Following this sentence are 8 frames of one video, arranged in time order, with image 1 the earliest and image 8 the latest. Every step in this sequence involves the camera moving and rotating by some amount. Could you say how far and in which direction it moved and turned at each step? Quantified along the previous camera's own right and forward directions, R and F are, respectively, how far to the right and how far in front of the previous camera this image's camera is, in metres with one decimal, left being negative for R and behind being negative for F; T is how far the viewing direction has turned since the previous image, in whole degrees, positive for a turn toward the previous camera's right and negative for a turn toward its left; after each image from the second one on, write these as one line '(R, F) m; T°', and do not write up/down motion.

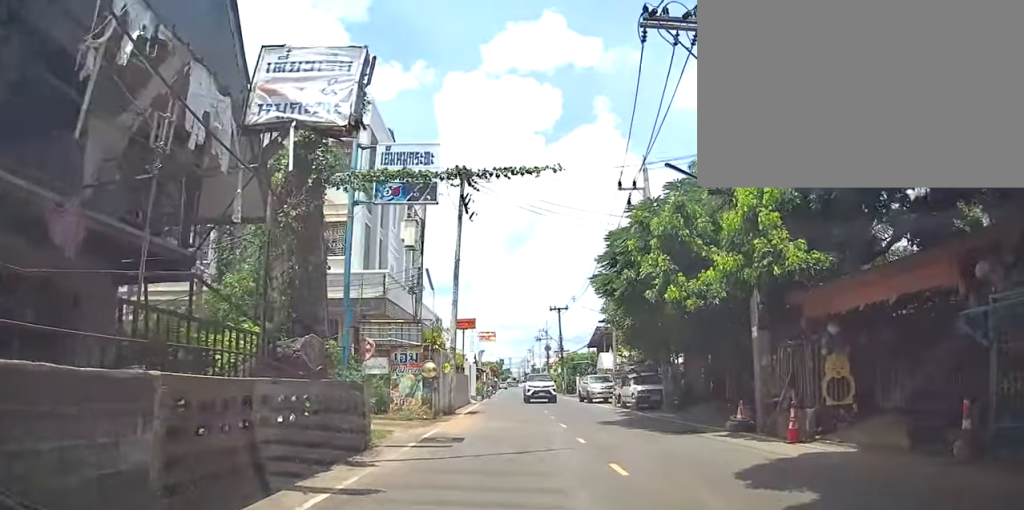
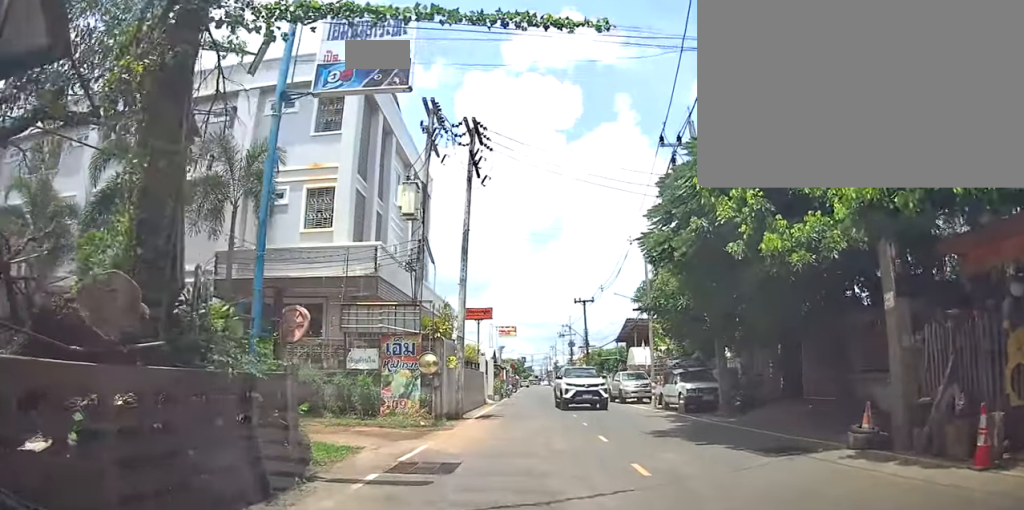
(-0.7, +3.4) m; -4°
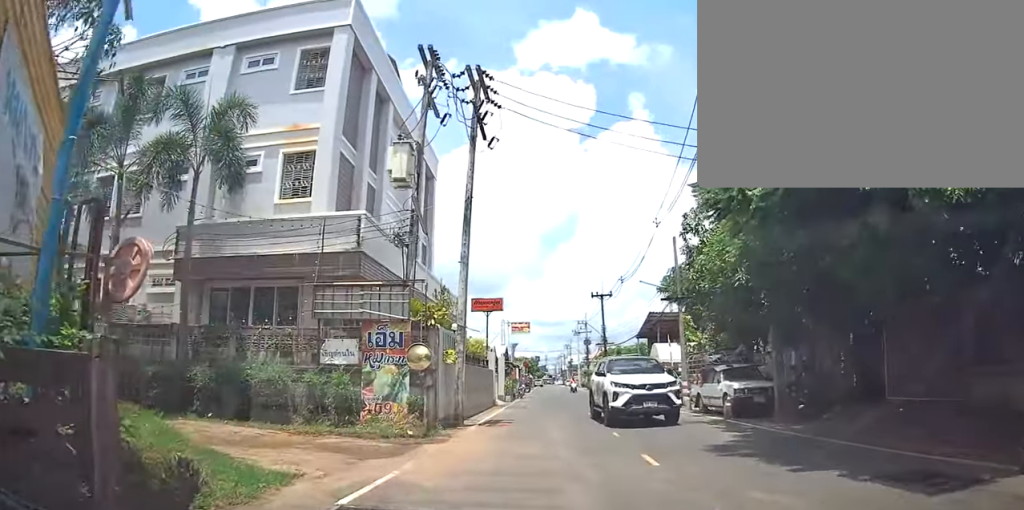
(+0.1, +2.7) m; +4°
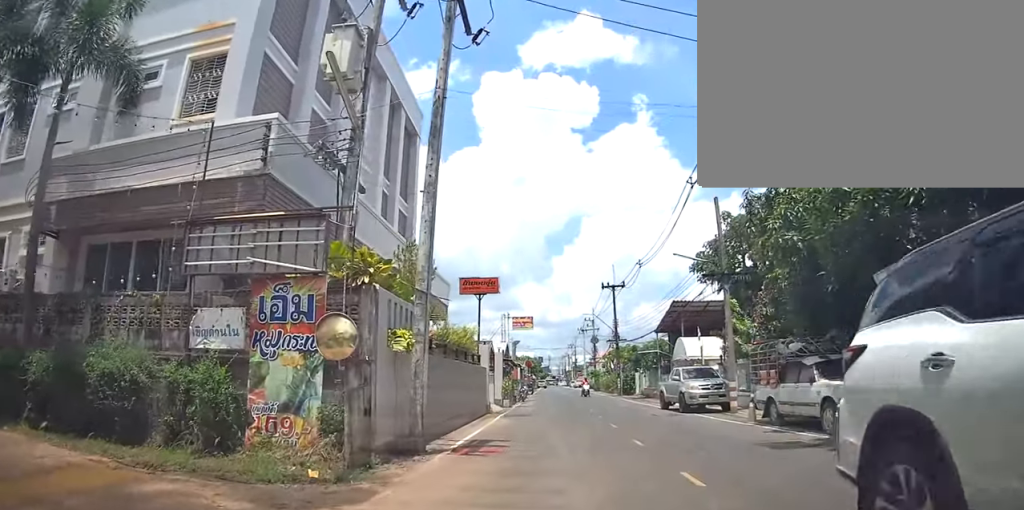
(+0.6, +4.9) m; +5°
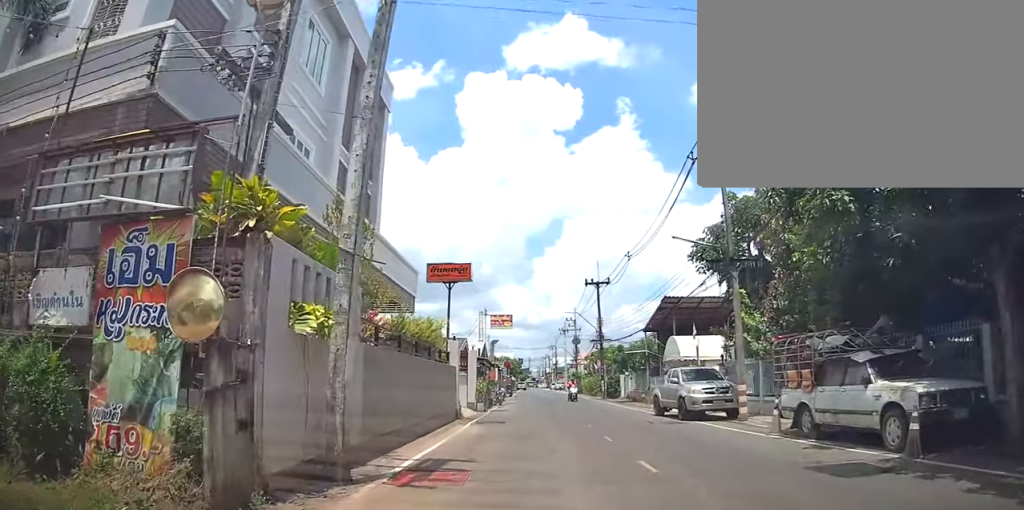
(0.0, +2.5) m; -1°
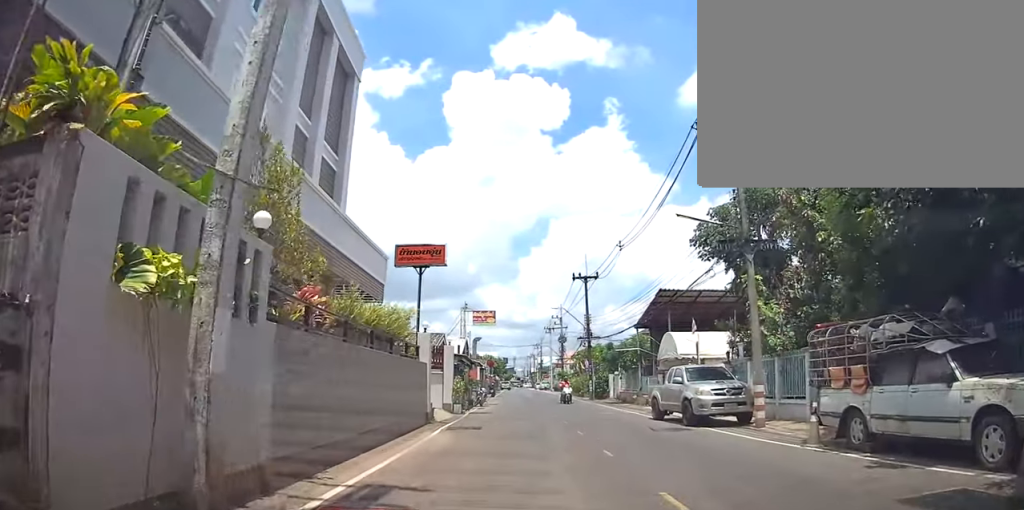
(0.0, +2.3) m; -1°
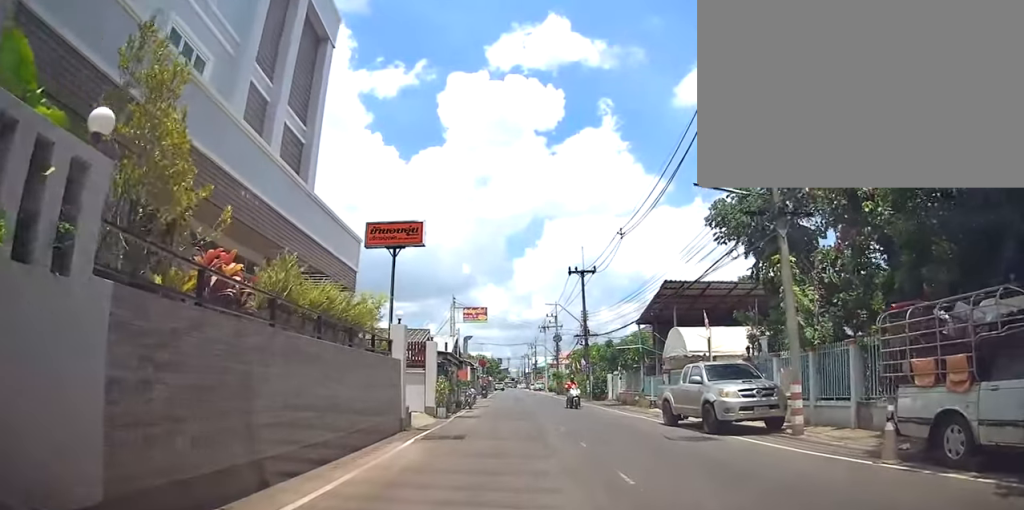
(0.0, +2.4) m; -1°
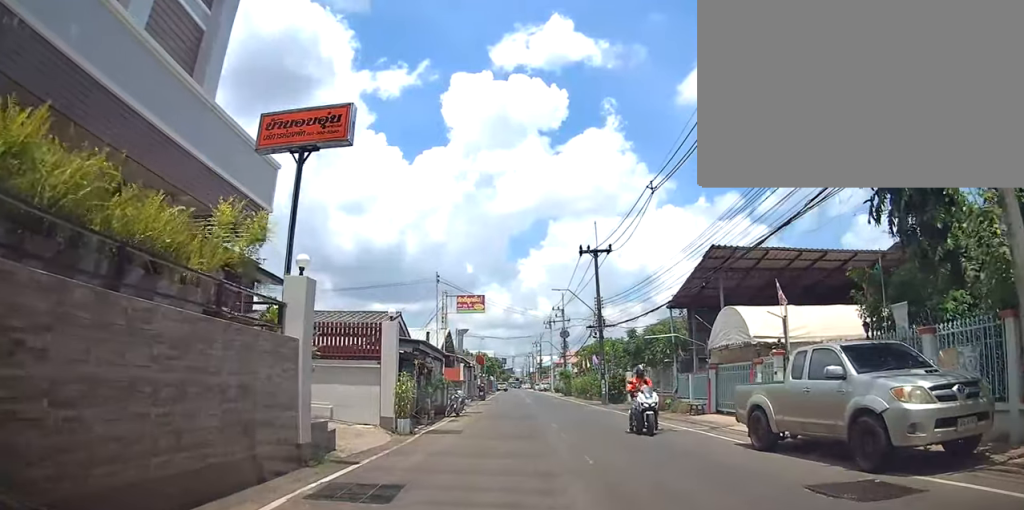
(-0.2, +6.3) m; -3°
